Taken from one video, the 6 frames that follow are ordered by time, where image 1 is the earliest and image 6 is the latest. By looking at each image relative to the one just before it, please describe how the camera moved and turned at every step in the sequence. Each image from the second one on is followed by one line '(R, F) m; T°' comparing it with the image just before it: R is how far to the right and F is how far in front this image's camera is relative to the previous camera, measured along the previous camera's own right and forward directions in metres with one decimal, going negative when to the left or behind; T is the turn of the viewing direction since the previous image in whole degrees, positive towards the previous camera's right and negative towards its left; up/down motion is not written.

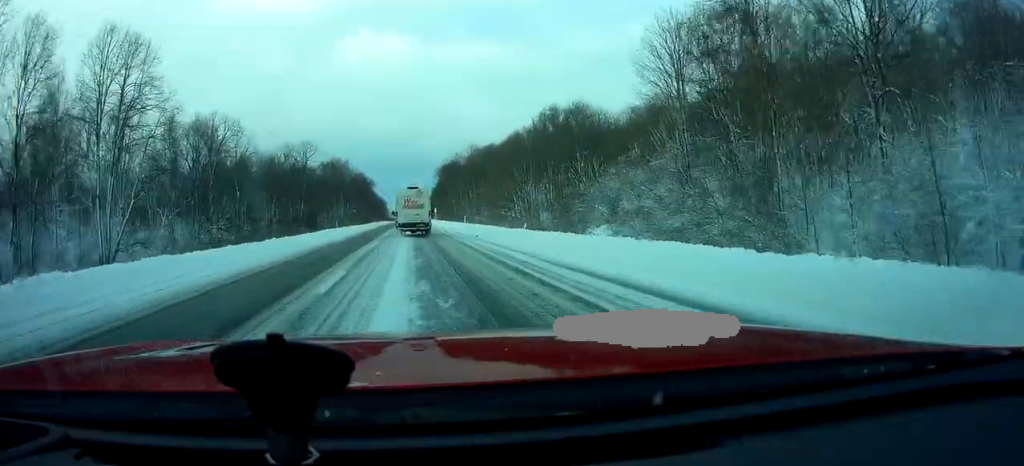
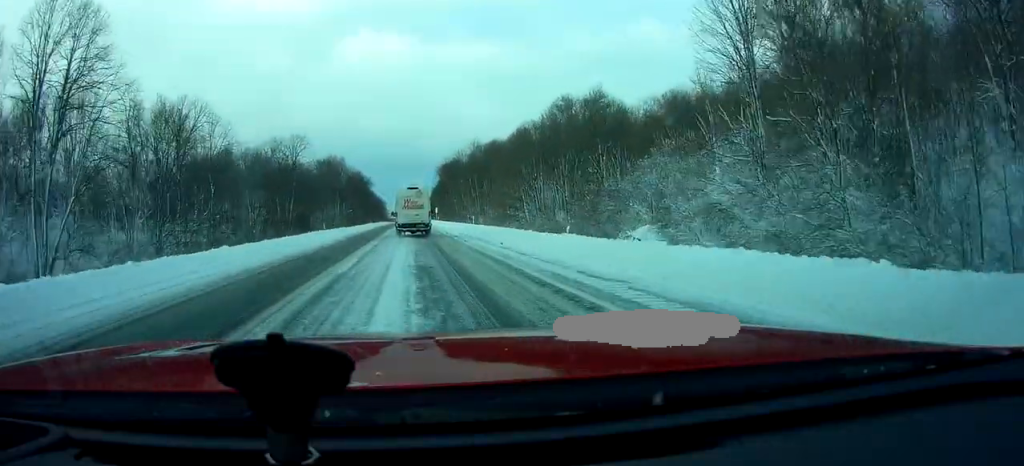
(-0.2, +8.6) m; 0°
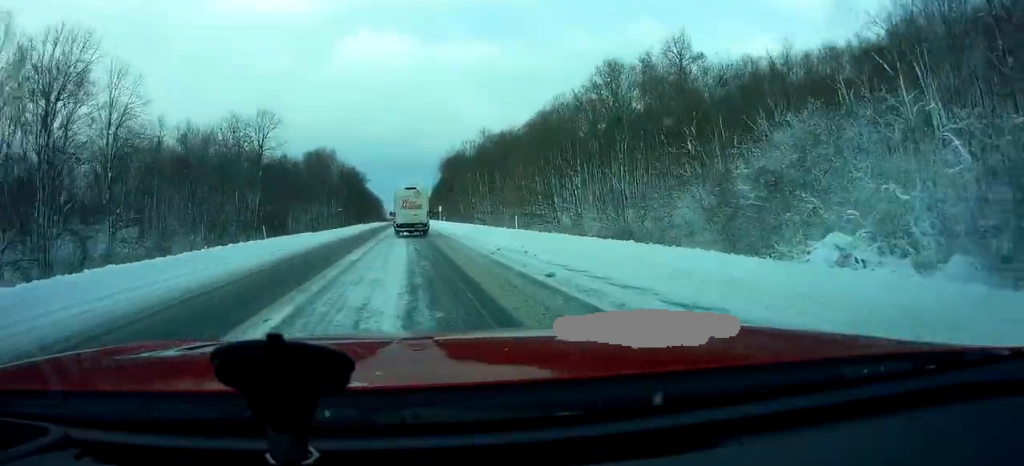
(+0.5, +21.0) m; 0°
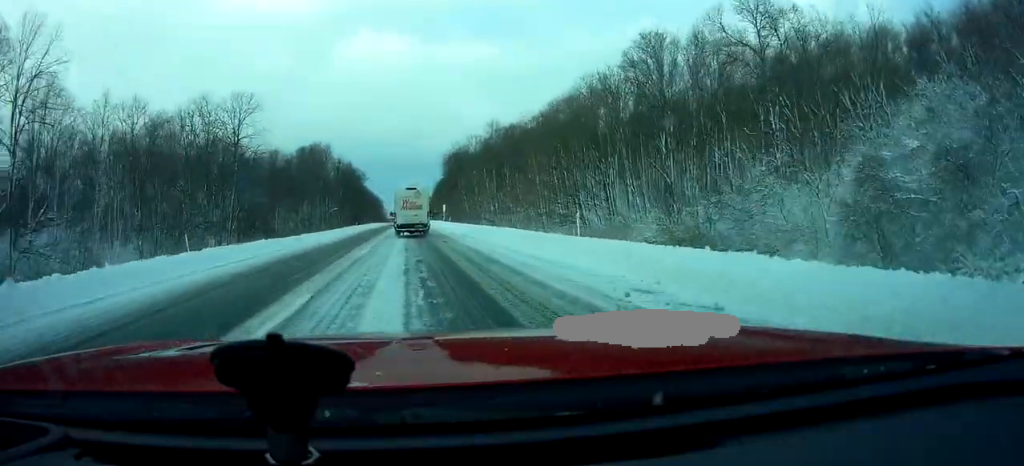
(-0.3, +10.9) m; -1°
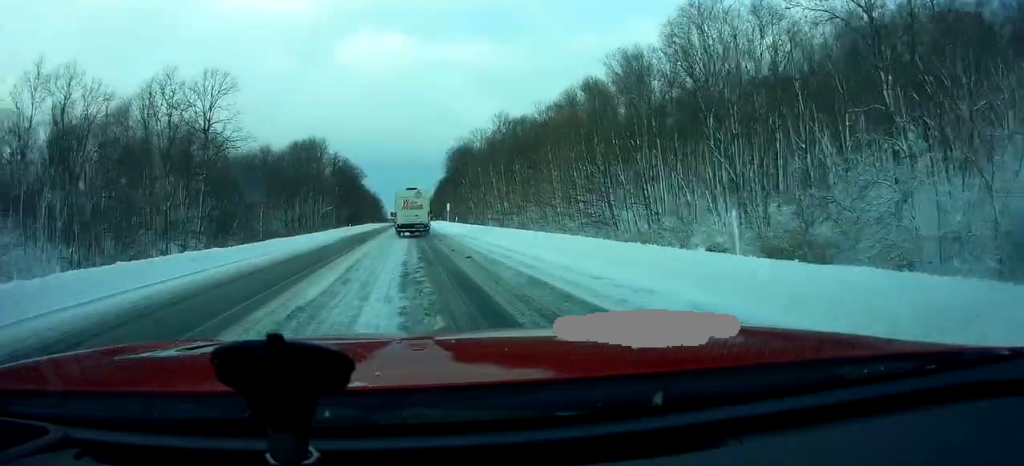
(-0.1, +9.6) m; -1°
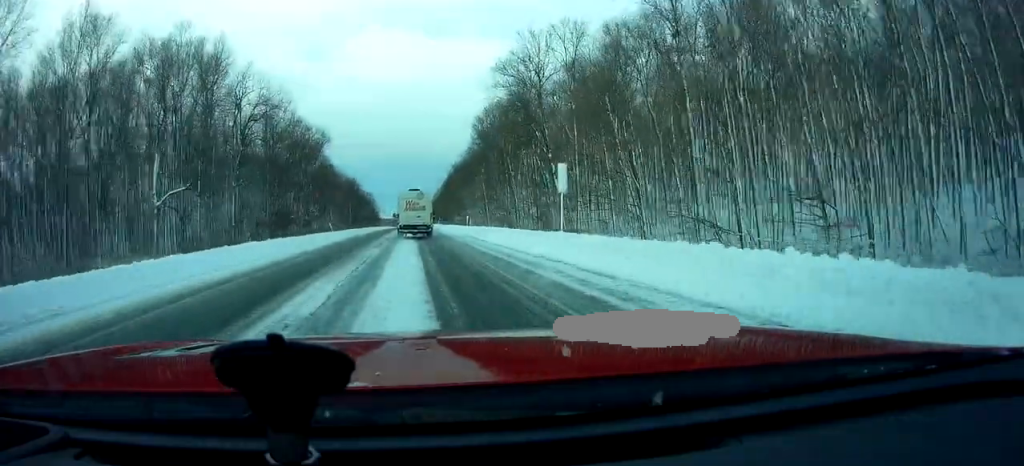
(-0.3, +75.0) m; 0°
